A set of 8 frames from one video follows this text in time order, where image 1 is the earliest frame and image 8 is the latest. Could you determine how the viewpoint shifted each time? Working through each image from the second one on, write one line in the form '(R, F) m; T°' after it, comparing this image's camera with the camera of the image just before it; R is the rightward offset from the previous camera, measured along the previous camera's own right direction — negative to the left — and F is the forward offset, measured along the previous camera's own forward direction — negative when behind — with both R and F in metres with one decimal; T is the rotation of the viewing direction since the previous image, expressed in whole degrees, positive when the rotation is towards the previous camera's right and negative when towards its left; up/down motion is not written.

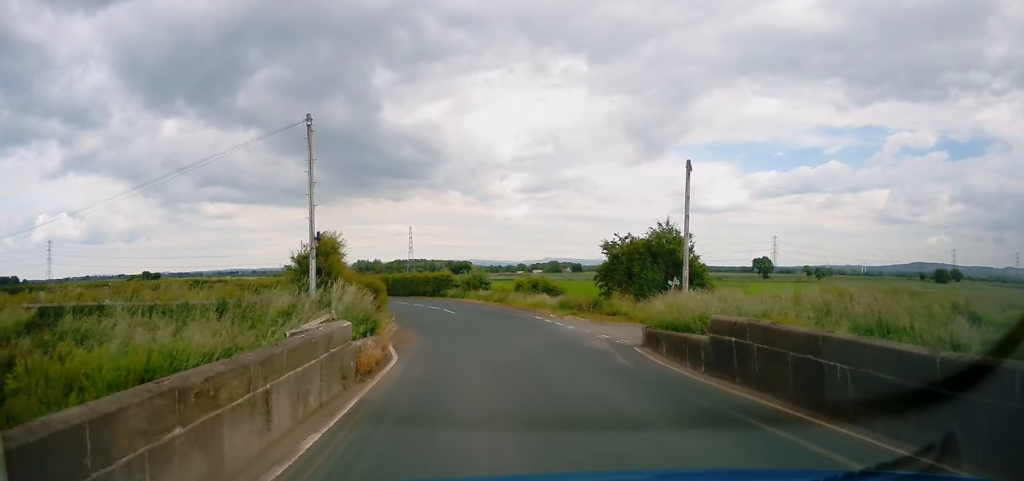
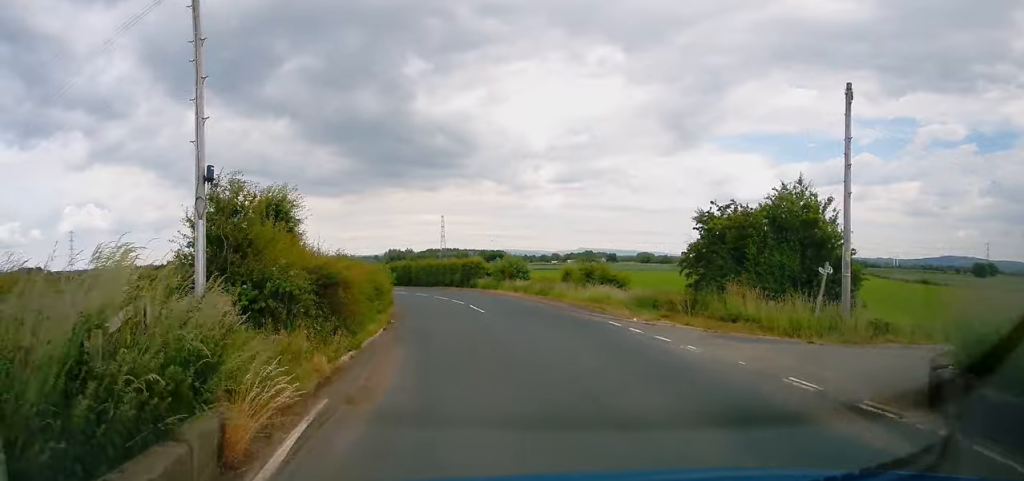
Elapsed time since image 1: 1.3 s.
(0.0, +10.8) m; -1°
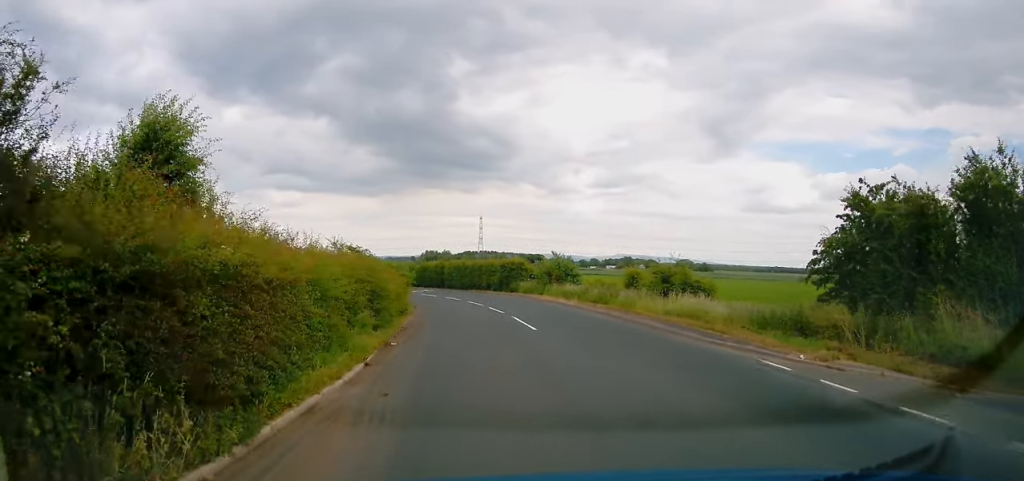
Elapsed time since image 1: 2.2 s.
(-0.1, +7.9) m; -4°
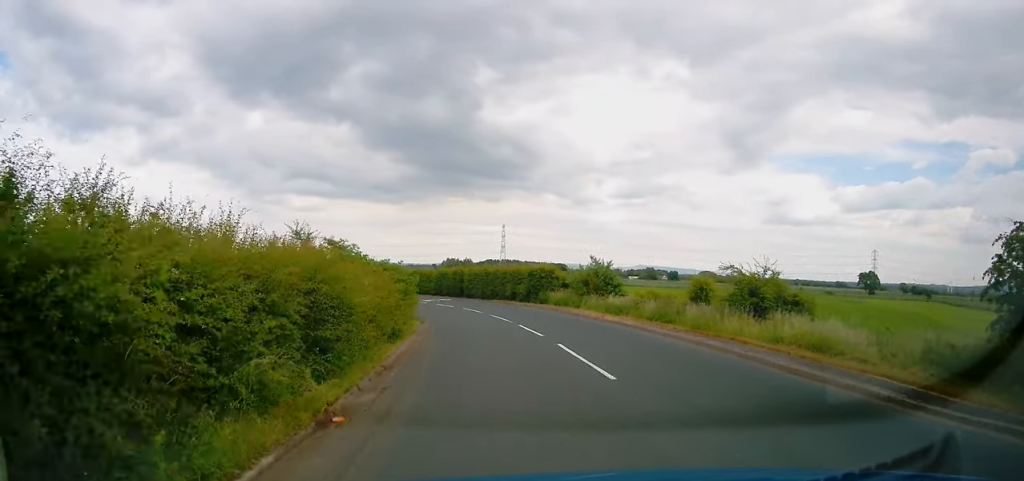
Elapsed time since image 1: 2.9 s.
(-0.2, +7.1) m; -4°
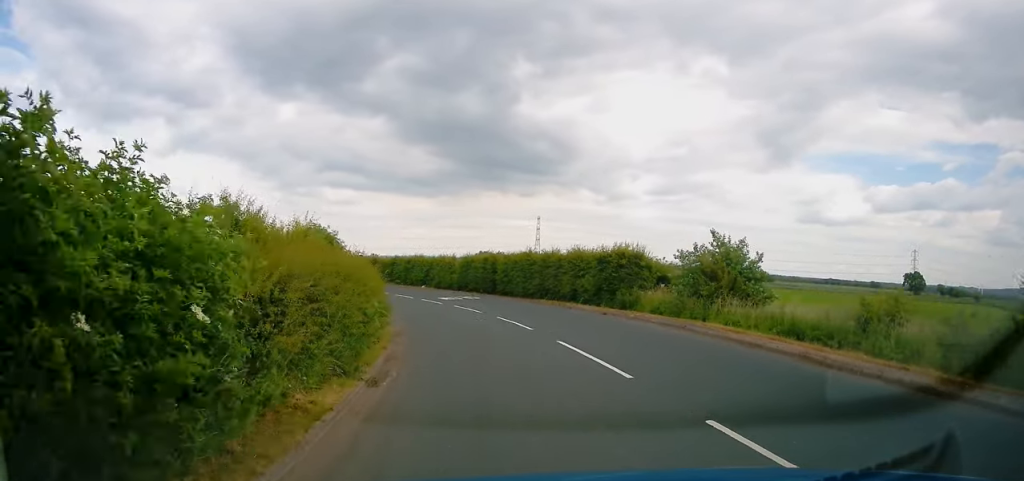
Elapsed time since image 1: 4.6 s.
(0.0, +17.5) m; -1°
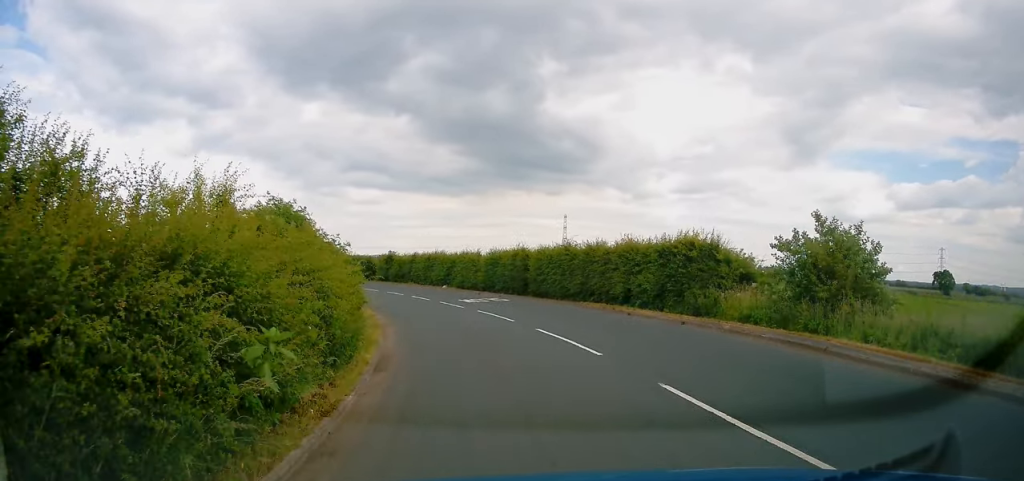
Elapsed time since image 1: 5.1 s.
(+0.2, +6.5) m; -2°
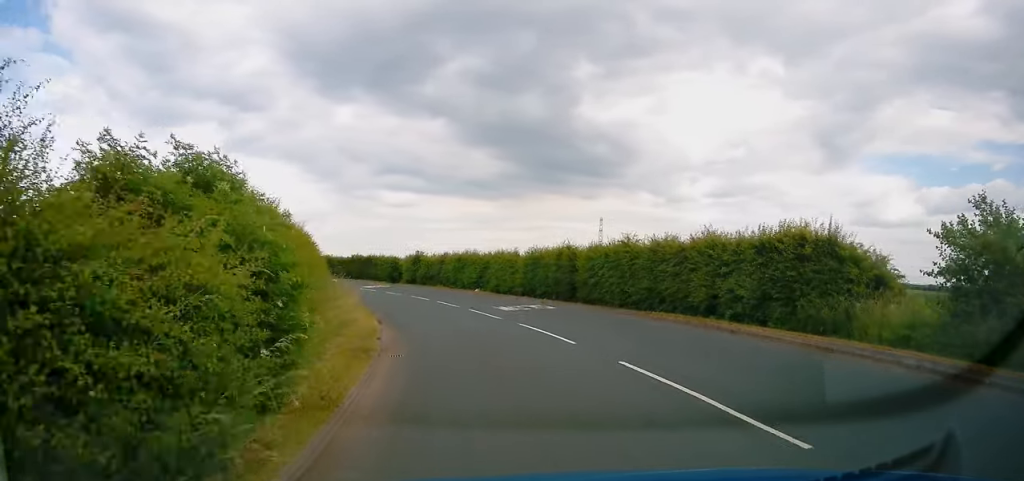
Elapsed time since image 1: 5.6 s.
(-0.4, +6.2) m; -4°
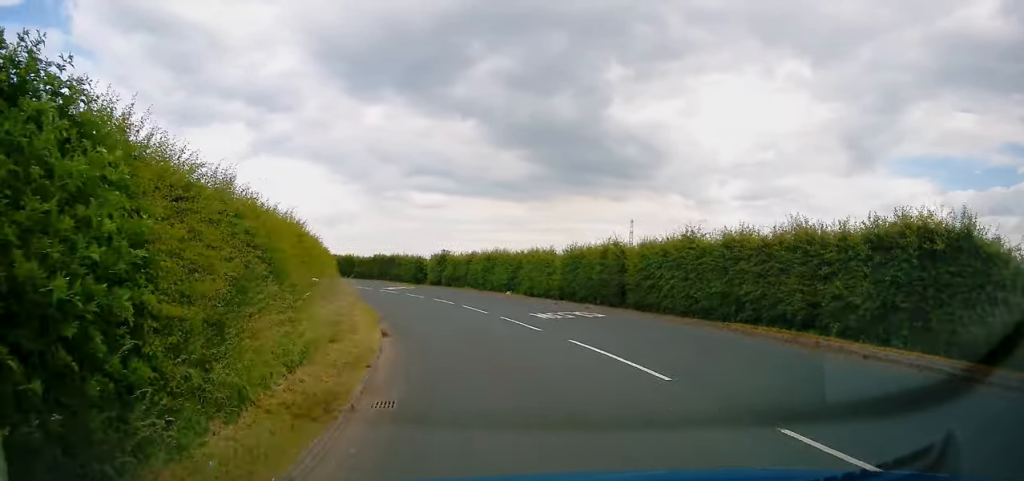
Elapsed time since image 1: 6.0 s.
(-0.1, +4.9) m; -3°
